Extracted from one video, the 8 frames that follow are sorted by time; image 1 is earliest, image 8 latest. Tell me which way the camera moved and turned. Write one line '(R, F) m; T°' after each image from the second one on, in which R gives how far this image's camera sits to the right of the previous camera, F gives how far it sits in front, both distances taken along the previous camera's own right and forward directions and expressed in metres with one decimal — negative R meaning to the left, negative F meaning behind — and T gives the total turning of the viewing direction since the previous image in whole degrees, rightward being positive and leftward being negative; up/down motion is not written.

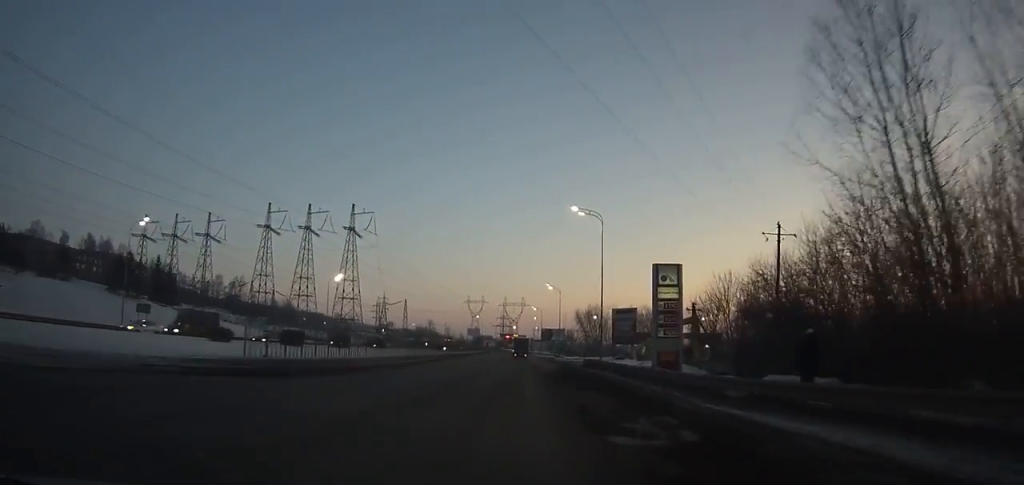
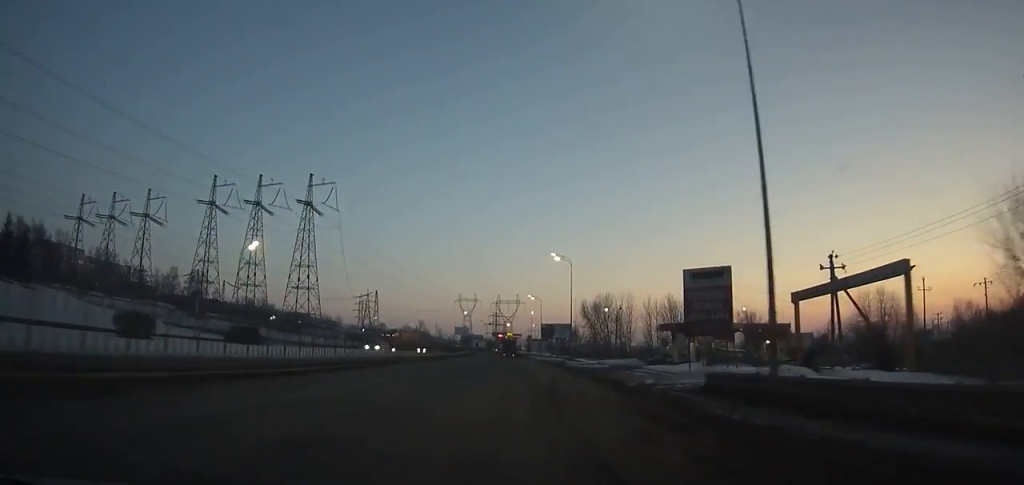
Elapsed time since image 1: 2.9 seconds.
(+0.1, +33.6) m; 0°
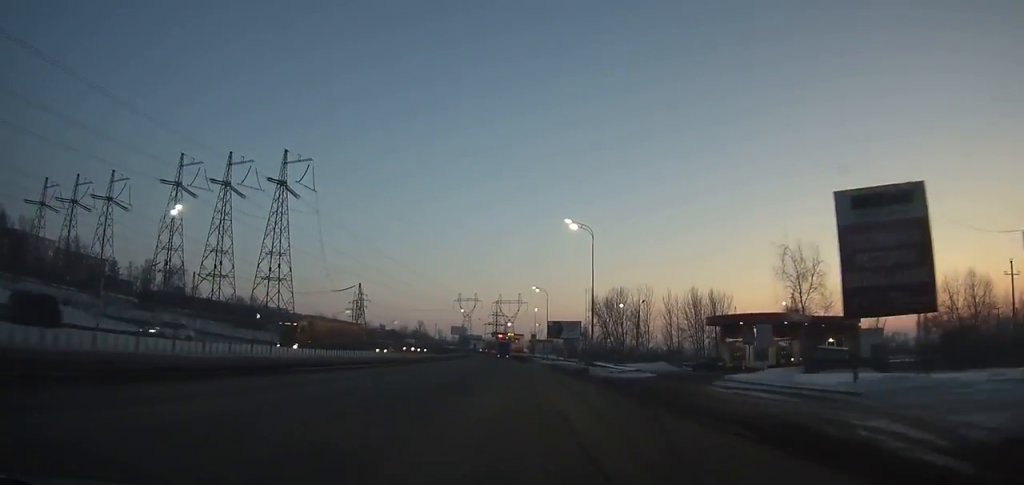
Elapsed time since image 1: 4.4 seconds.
(0.0, +18.7) m; 0°
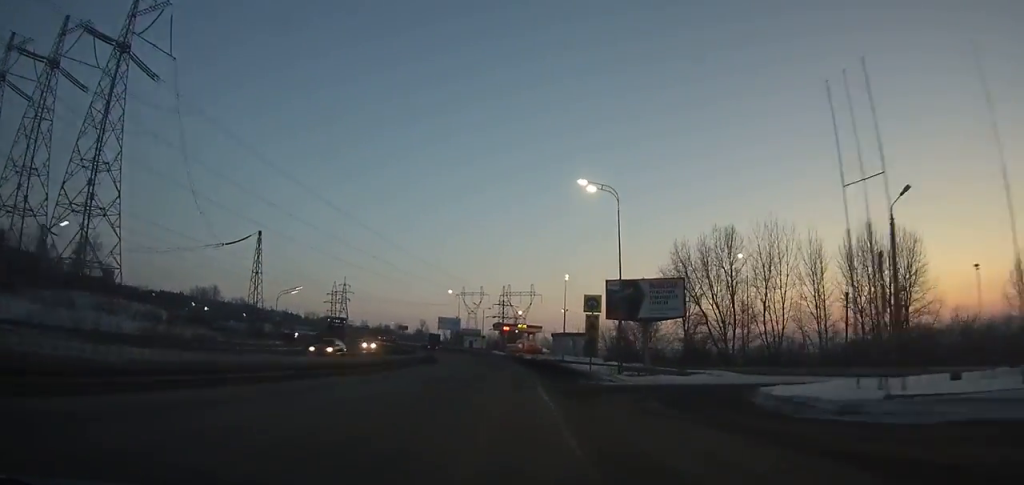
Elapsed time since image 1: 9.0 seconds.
(-0.8, +59.9) m; -3°
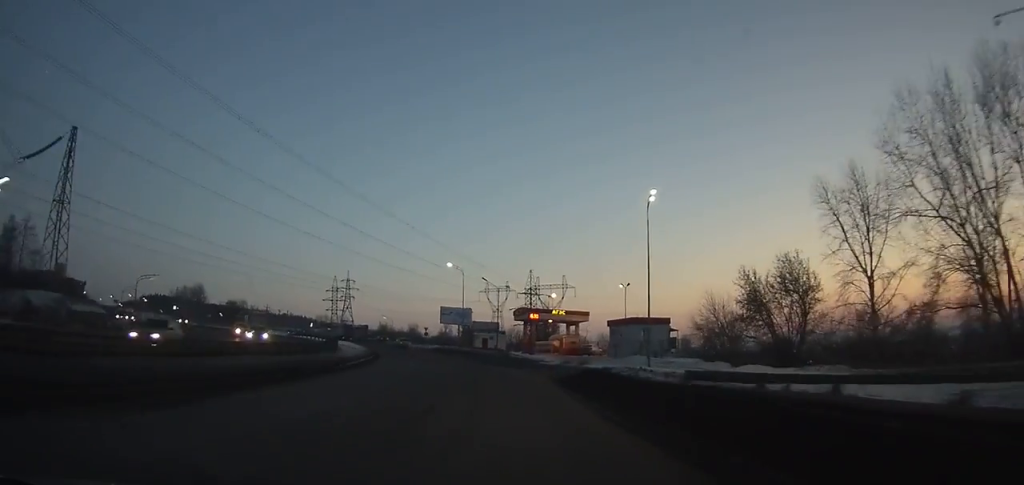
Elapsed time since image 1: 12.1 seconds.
(-1.4, +41.2) m; -6°
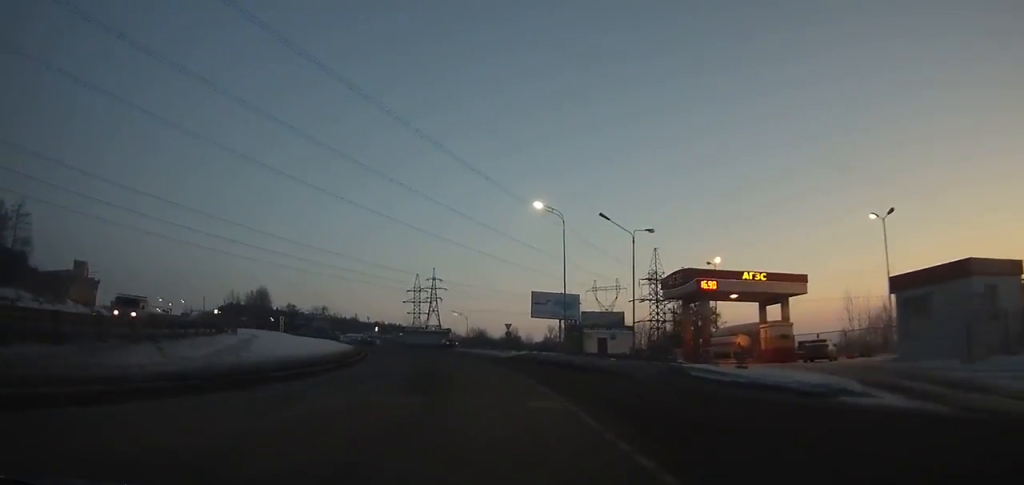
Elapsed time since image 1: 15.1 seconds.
(-3.0, +39.6) m; -10°
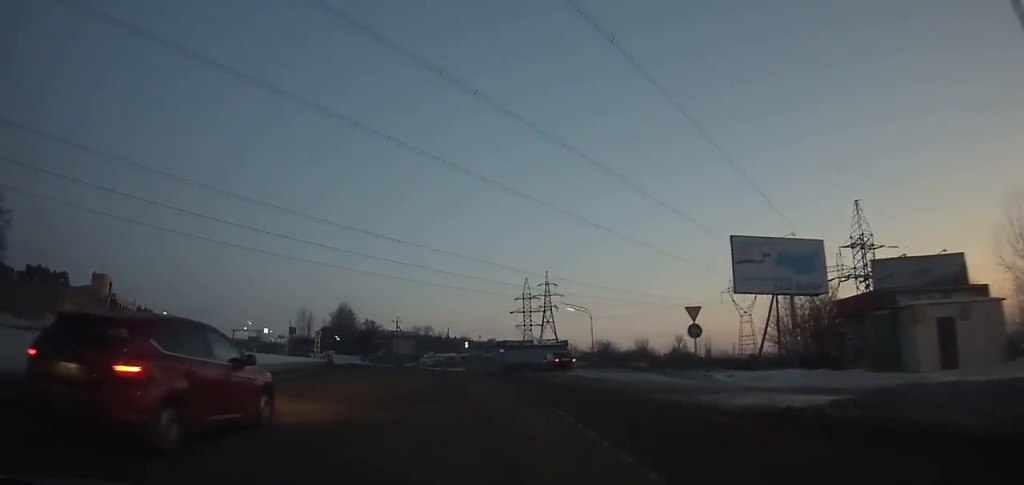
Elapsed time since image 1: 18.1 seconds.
(-4.2, +39.4) m; -12°
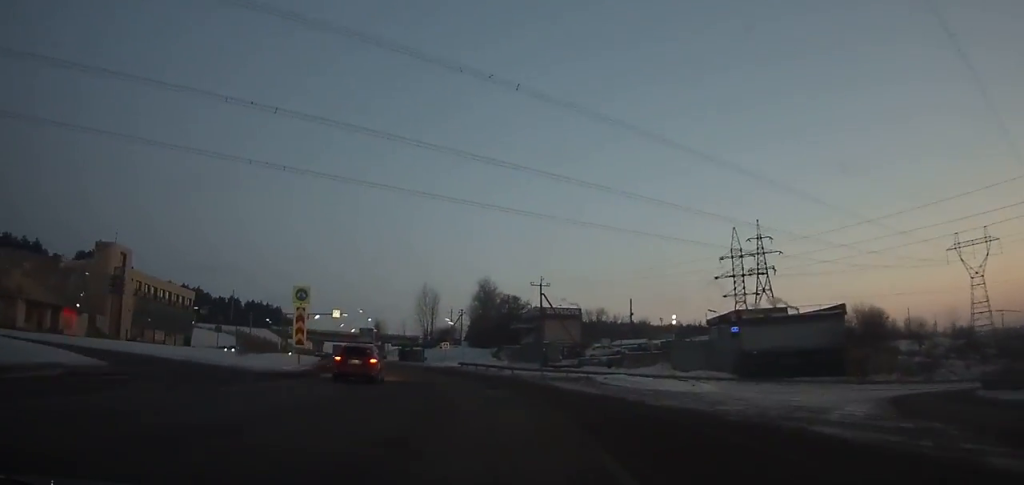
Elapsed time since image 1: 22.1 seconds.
(-8.3, +52.4) m; -18°
